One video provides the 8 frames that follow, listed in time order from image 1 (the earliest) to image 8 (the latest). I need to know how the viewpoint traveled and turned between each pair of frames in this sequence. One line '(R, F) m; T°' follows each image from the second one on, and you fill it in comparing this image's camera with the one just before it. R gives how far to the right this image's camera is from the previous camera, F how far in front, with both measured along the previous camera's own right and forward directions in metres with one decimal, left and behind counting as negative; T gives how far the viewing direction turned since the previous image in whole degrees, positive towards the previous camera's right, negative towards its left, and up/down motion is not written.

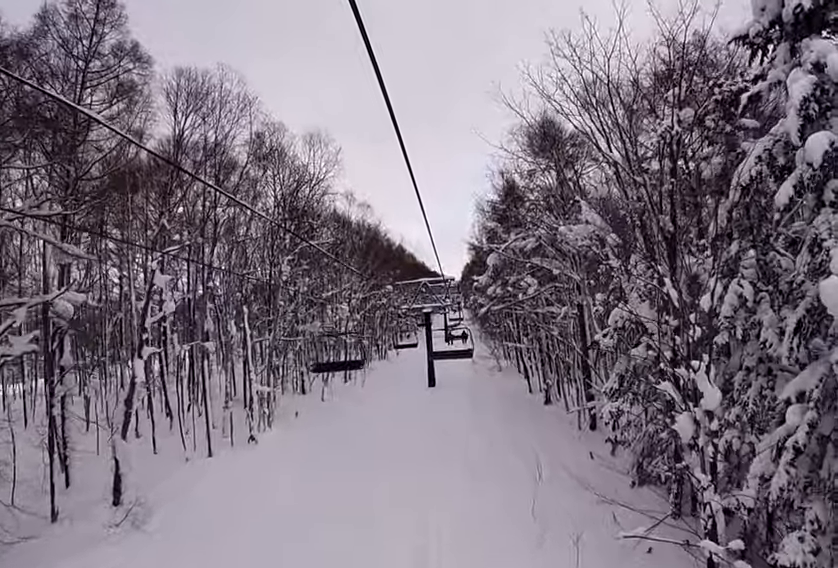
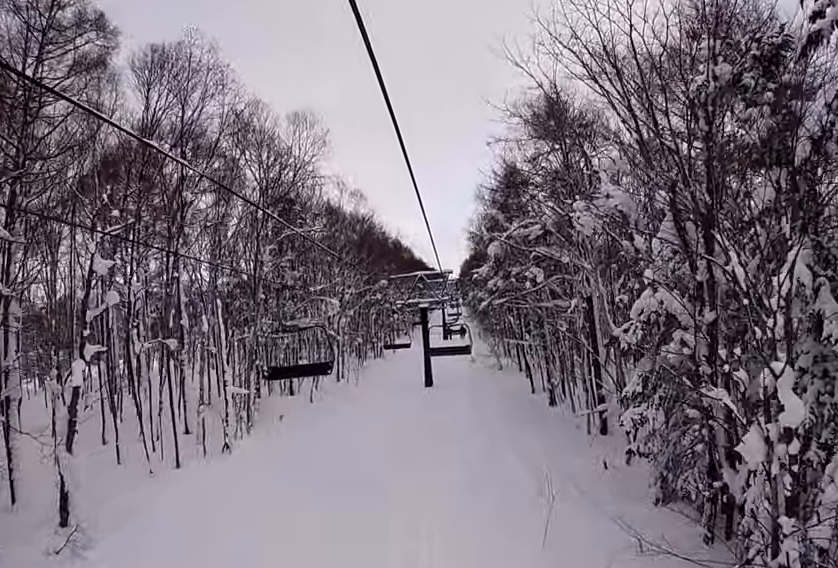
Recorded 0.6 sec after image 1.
(+0.6, +2.6) m; +2°
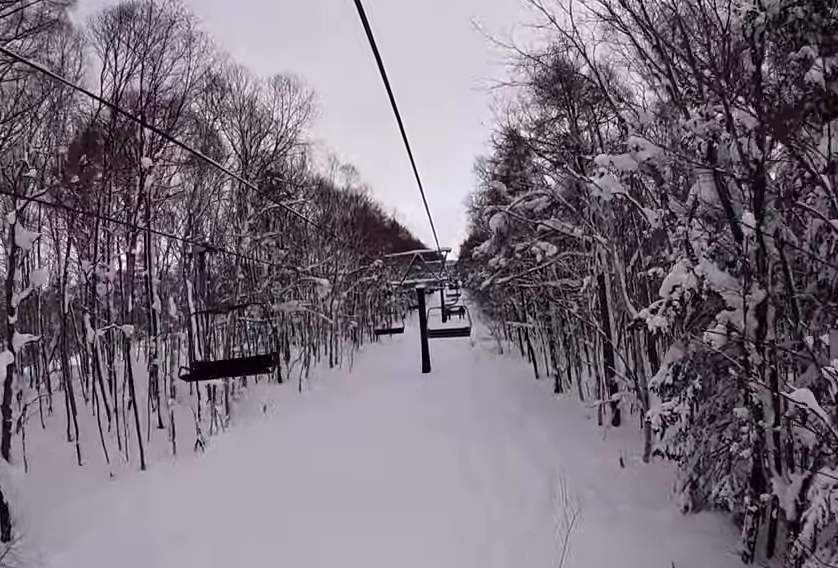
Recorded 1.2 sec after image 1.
(+0.3, +2.4) m; +1°
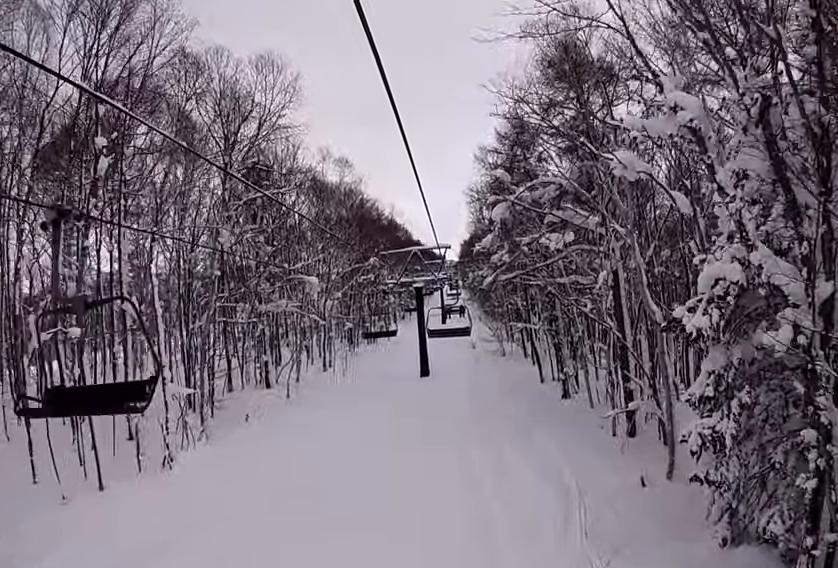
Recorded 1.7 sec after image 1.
(-0.5, +2.1) m; -2°
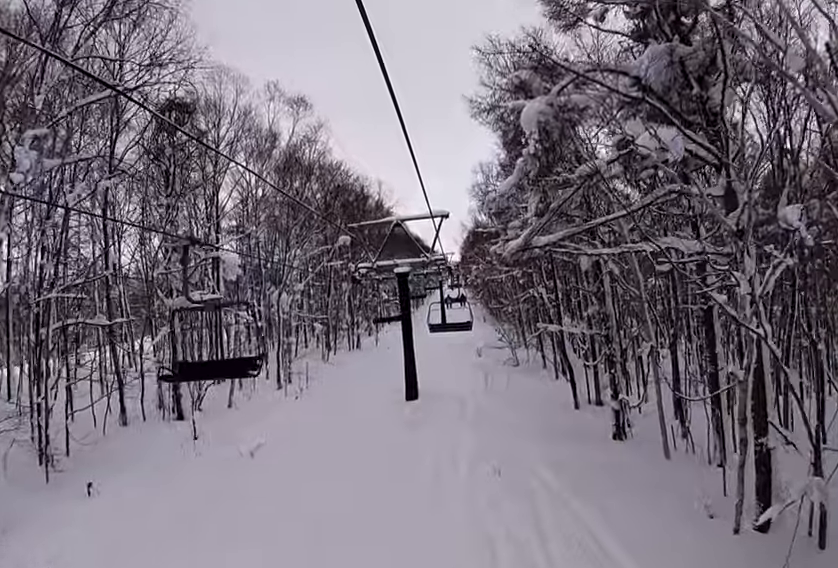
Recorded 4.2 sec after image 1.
(+0.7, +9.6) m; -1°
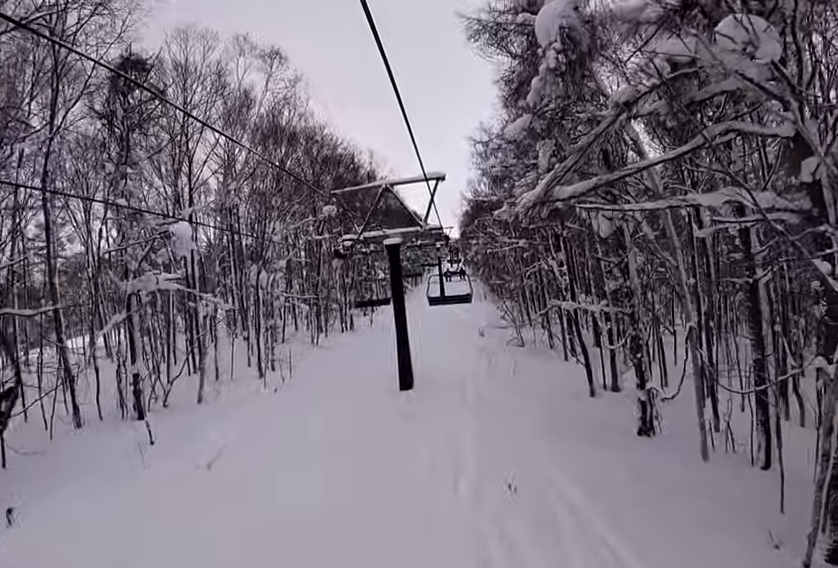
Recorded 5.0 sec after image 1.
(-0.5, +2.8) m; +4°
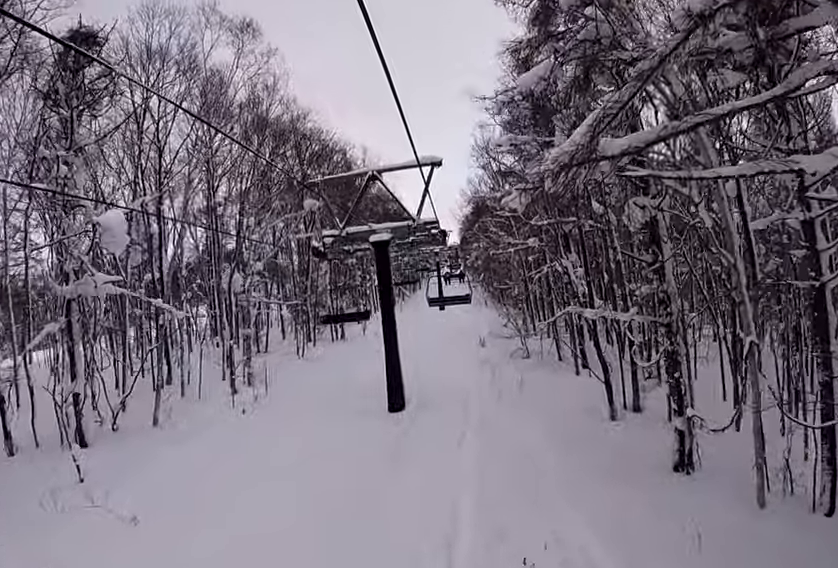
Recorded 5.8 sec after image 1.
(+0.7, +3.3) m; -1°
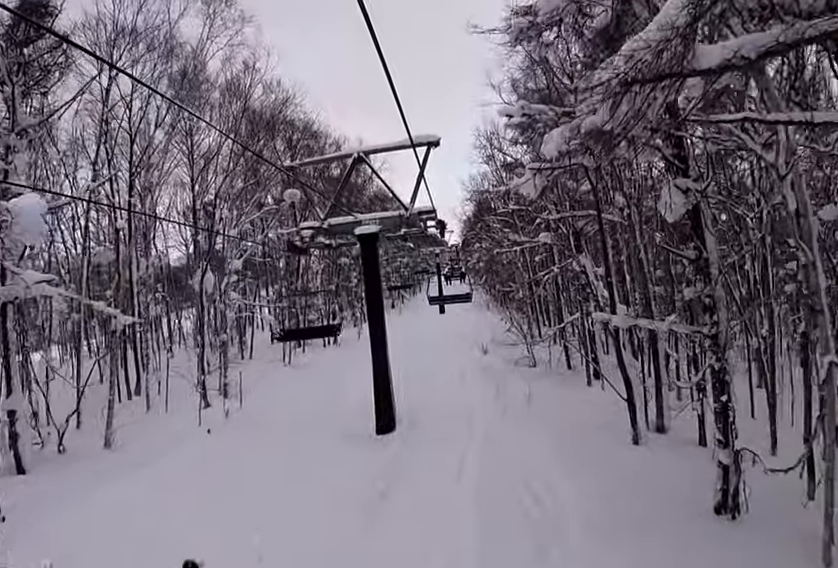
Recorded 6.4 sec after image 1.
(-0.2, +2.7) m; -2°
